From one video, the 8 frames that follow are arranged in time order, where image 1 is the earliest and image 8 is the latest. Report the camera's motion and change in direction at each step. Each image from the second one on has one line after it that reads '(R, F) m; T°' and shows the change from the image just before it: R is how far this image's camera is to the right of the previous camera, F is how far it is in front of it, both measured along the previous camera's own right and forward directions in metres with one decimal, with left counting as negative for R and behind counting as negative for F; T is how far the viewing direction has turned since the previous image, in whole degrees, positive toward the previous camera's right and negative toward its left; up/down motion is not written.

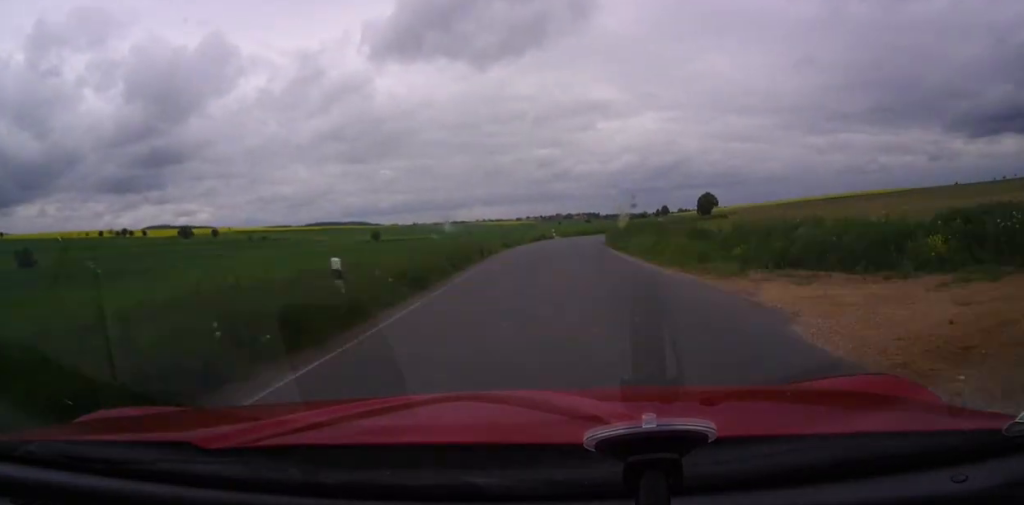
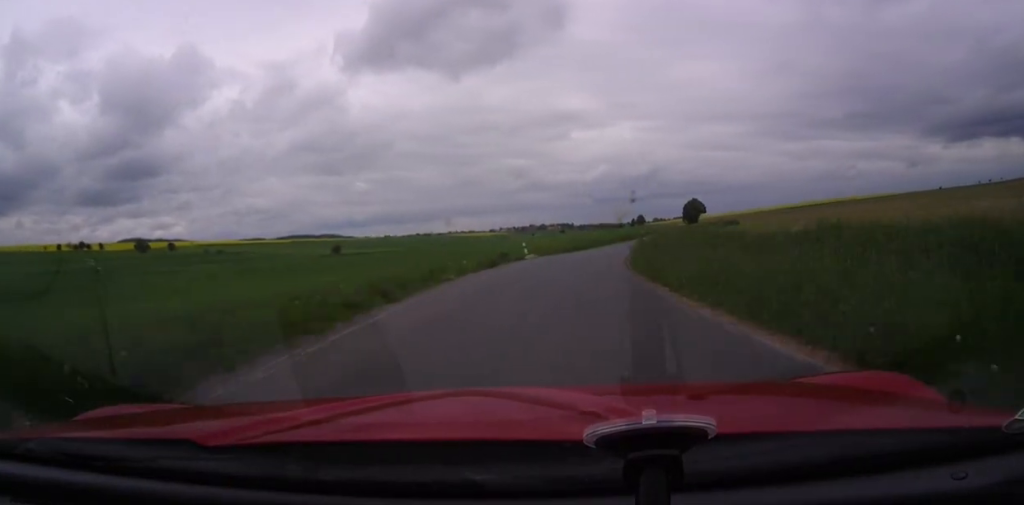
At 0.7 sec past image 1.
(+0.2, +24.1) m; +3°
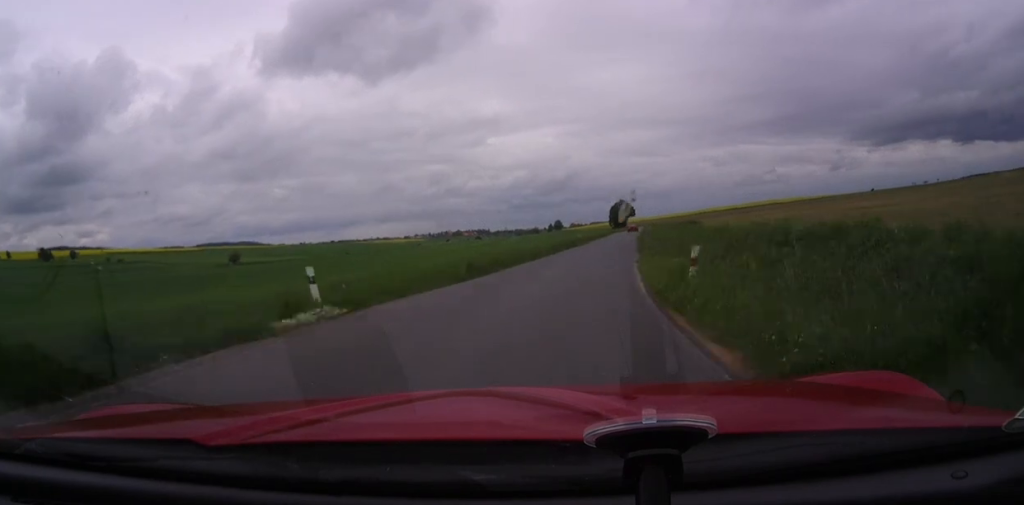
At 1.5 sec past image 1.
(+0.9, +24.1) m; +5°
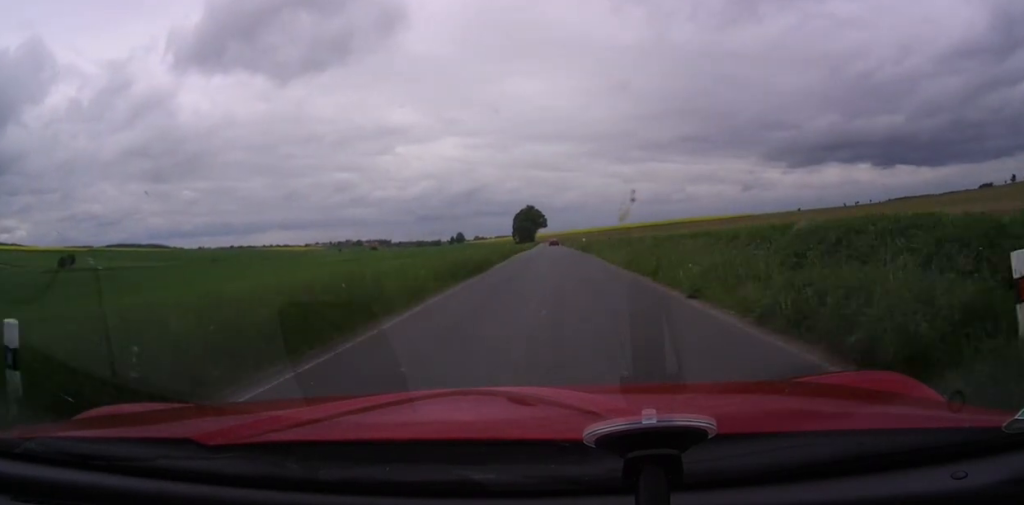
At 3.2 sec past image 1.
(+5.5, +55.5) m; +9°
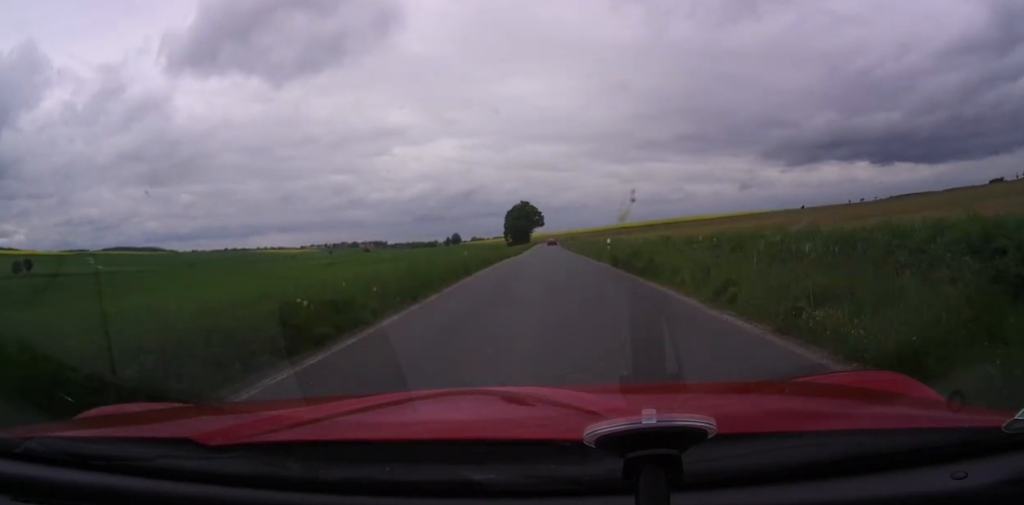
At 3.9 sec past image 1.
(+0.5, +23.7) m; +2°
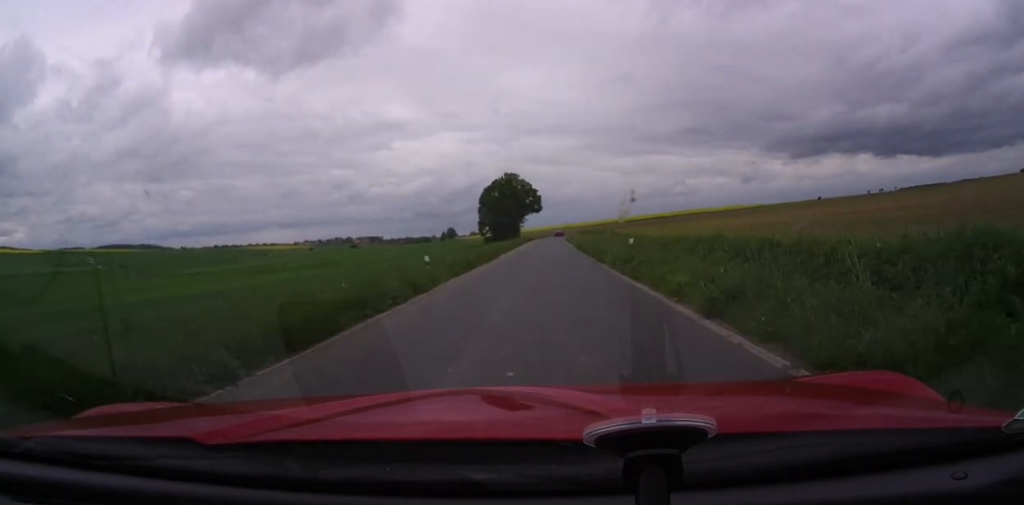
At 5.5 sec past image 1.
(+0.4, +56.7) m; 0°
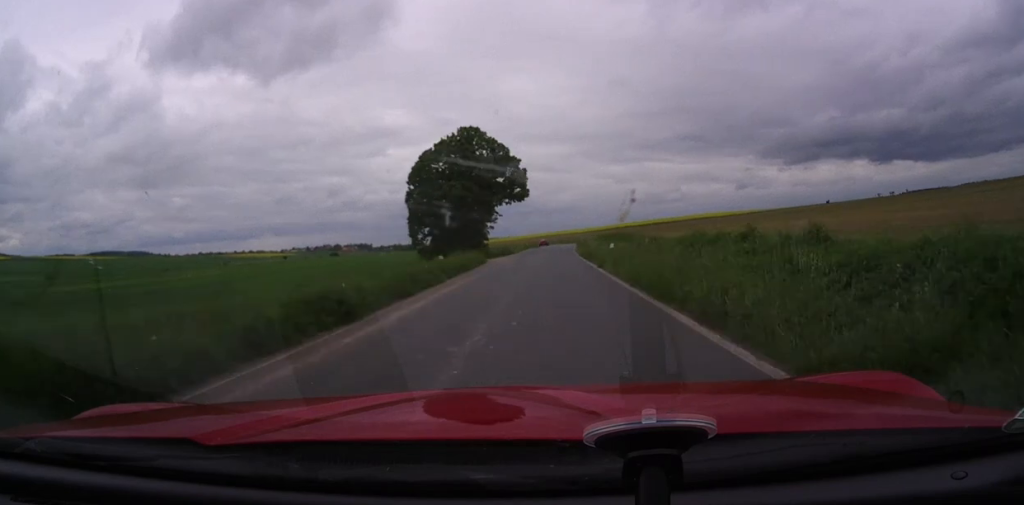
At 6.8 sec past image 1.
(-0.5, +46.3) m; -2°
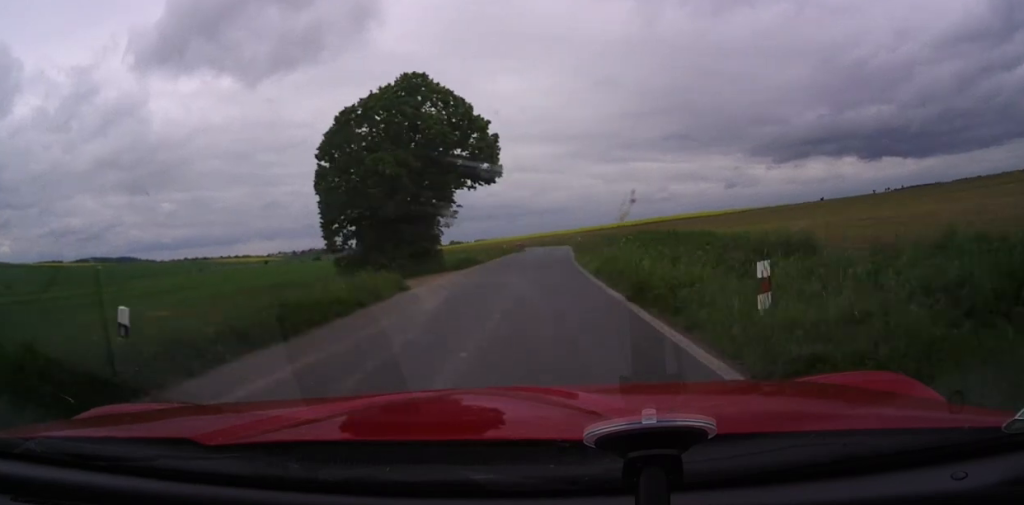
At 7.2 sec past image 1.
(-0.2, +18.0) m; 0°
